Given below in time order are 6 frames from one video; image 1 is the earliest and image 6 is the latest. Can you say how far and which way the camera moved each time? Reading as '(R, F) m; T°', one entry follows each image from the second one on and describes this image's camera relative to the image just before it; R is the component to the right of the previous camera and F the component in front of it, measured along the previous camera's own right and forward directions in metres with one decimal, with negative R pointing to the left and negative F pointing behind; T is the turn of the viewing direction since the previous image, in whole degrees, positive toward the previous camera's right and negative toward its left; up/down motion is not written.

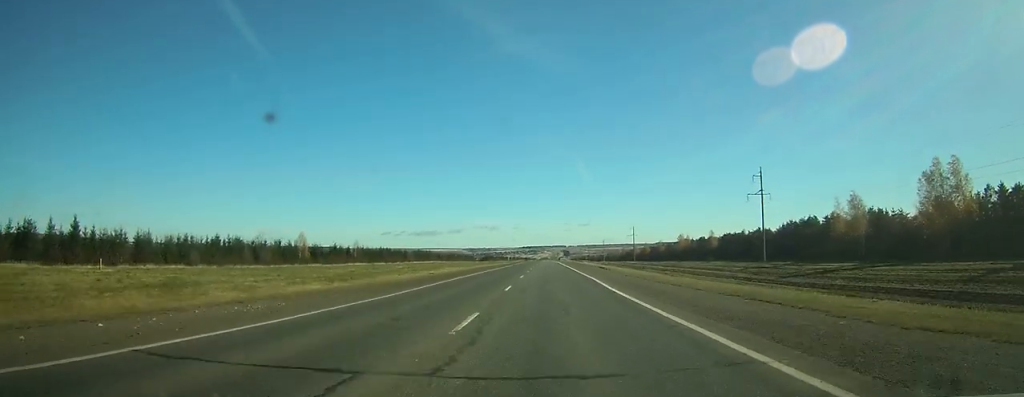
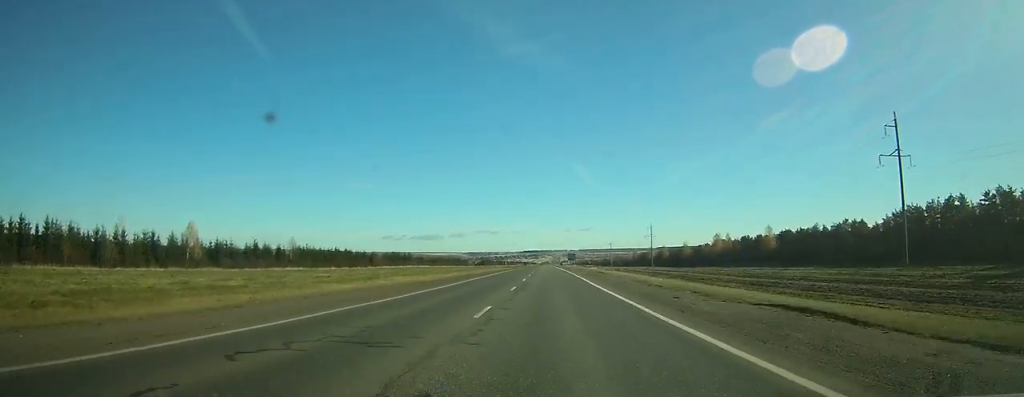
(0.0, +52.2) m; 0°
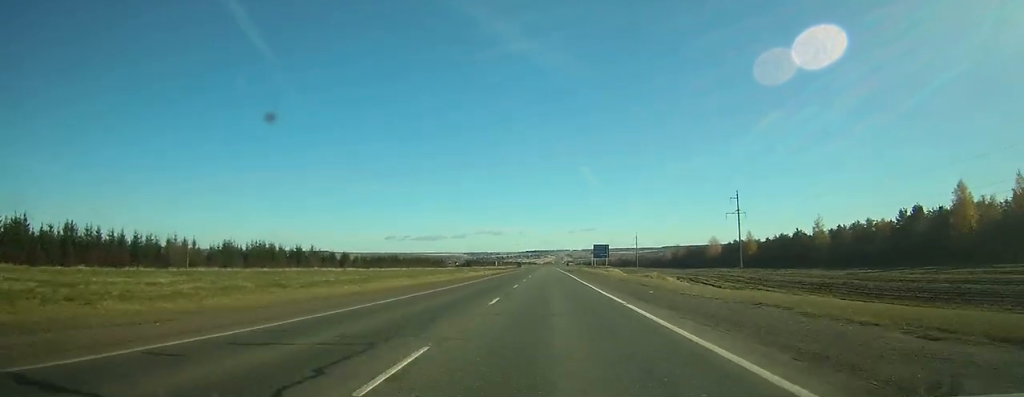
(+0.3, +128.5) m; 0°
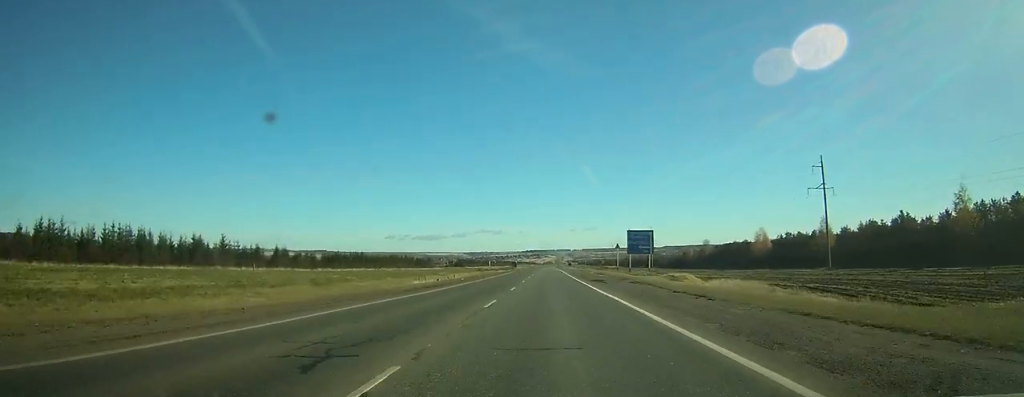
(-0.1, +52.9) m; 0°
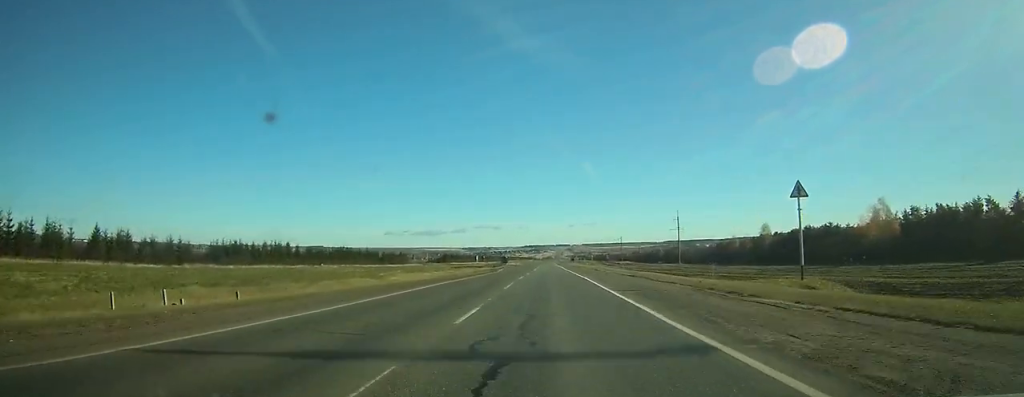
(+0.2, +66.7) m; 0°
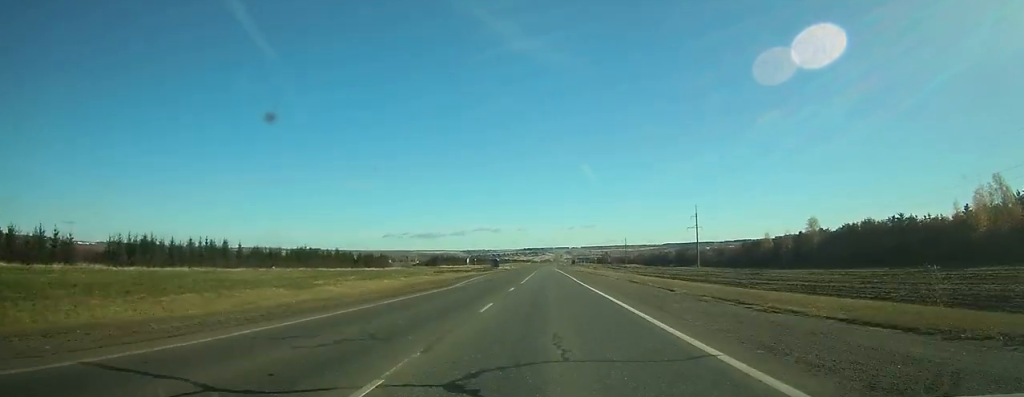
(+0.1, +32.9) m; 0°
